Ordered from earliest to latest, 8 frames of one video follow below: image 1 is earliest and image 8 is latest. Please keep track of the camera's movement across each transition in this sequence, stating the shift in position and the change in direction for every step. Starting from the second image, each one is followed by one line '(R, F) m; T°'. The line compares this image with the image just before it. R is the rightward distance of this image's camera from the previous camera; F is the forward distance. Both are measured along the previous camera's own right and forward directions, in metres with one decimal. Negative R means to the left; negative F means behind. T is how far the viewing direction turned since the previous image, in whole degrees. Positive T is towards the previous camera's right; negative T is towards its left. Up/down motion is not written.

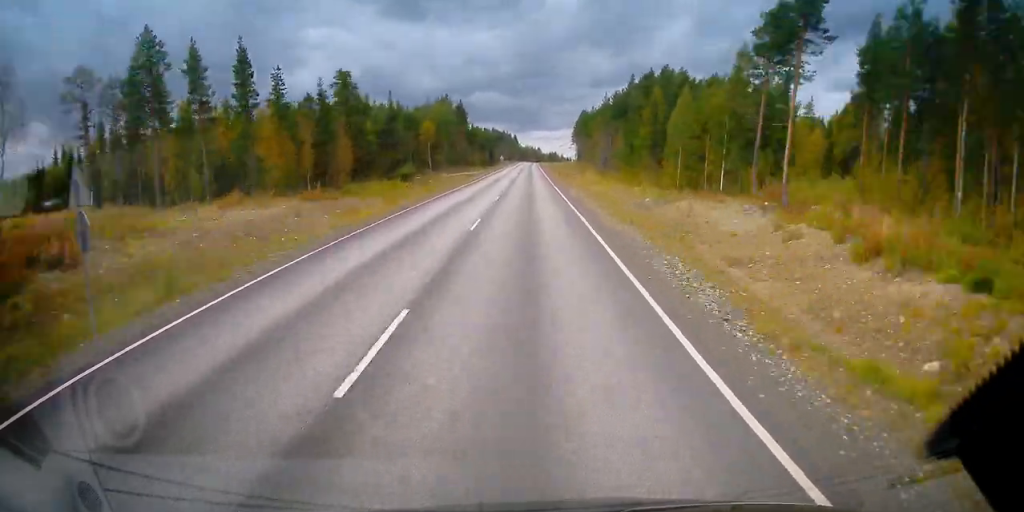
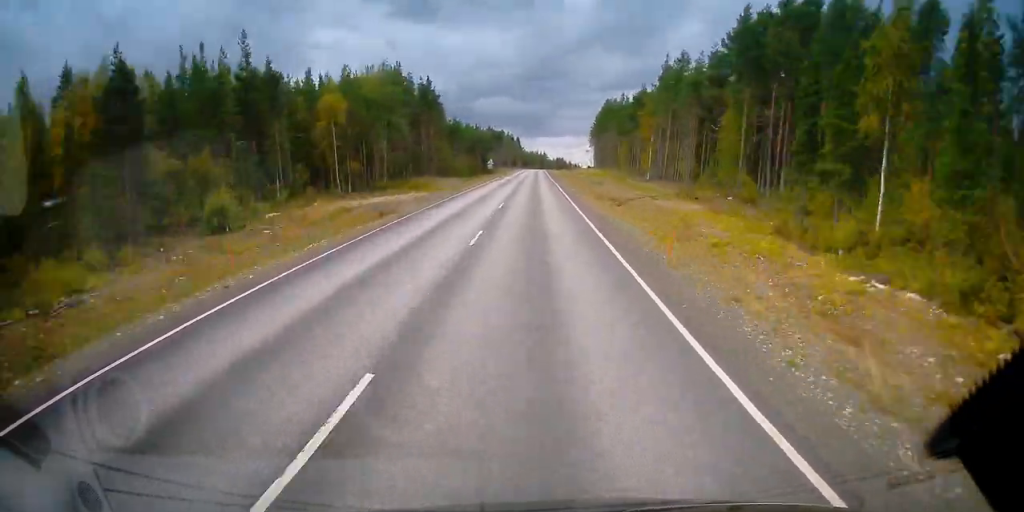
(-0.3, +50.4) m; 0°
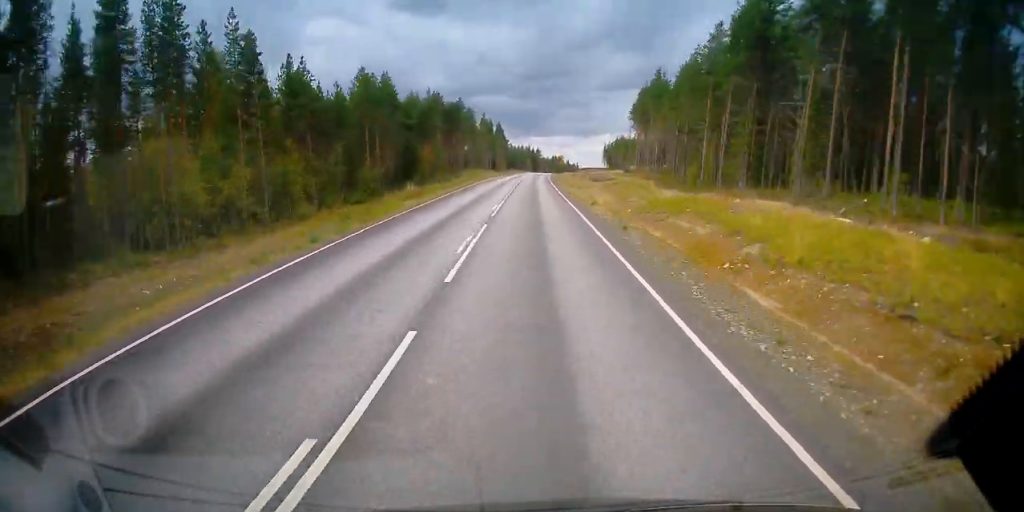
(+0.1, +100.2) m; +1°
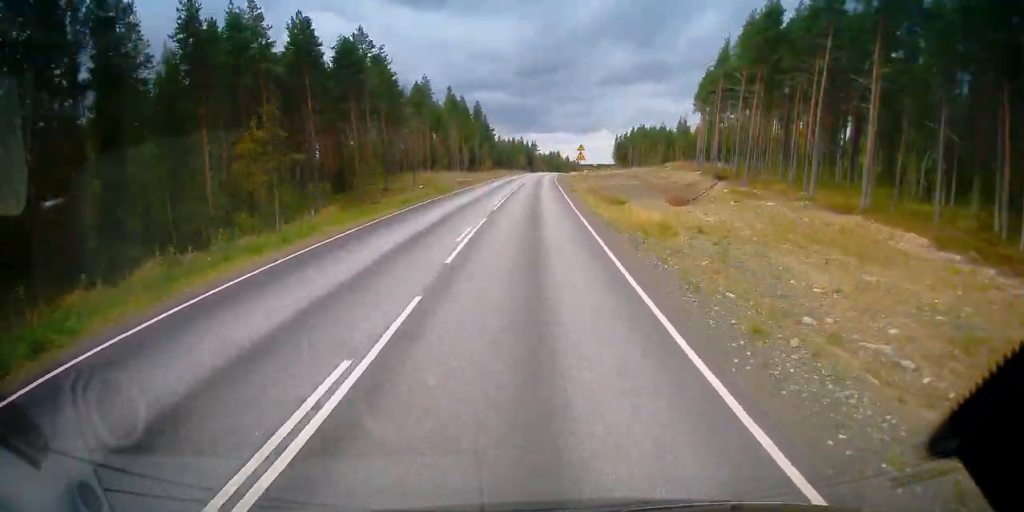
(+0.6, +59.1) m; +1°
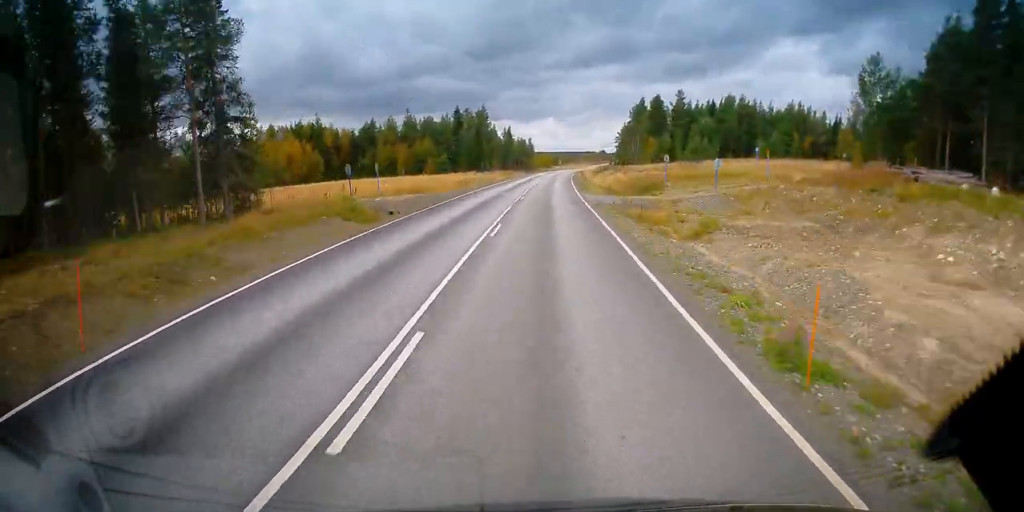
(+10.7, +238.0) m; +6°
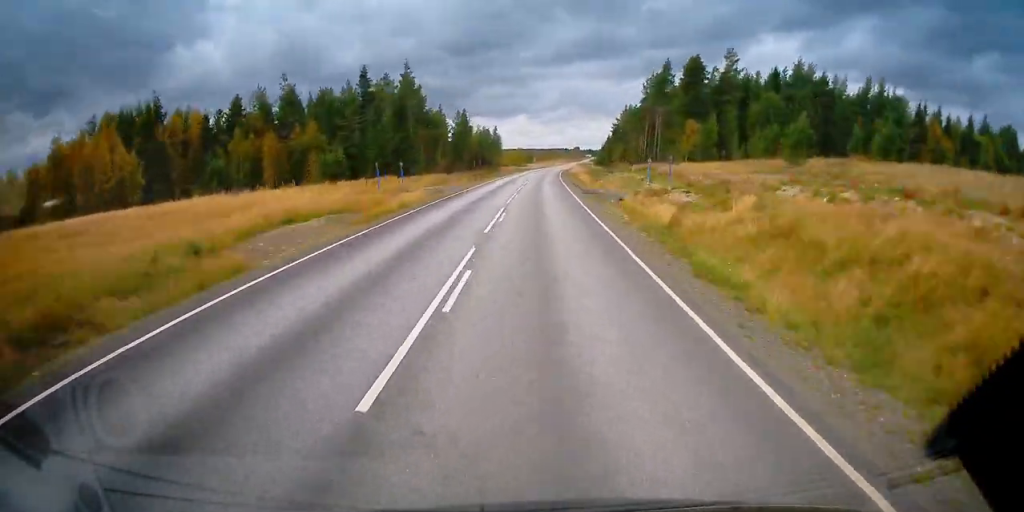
(+1.3, +48.6) m; +2°
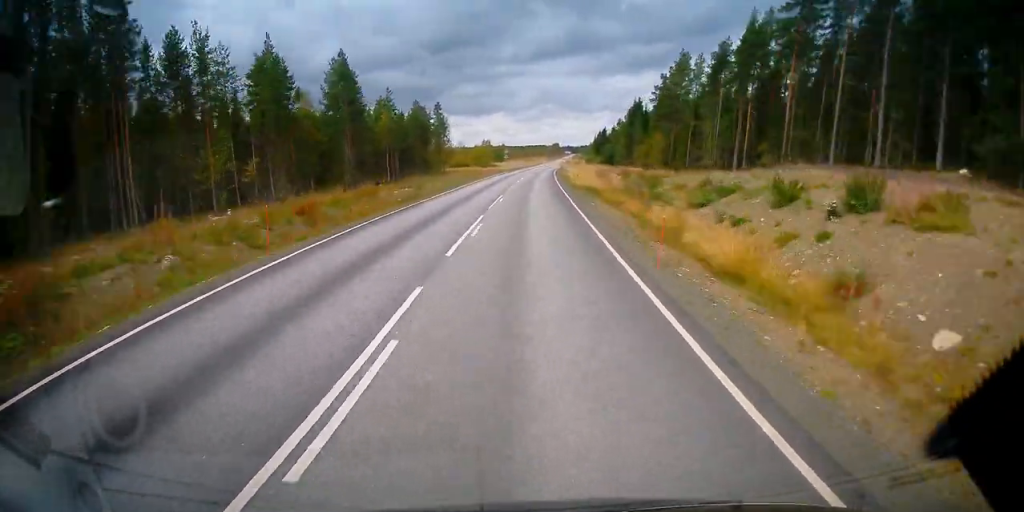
(+1.2, +63.9) m; +2°
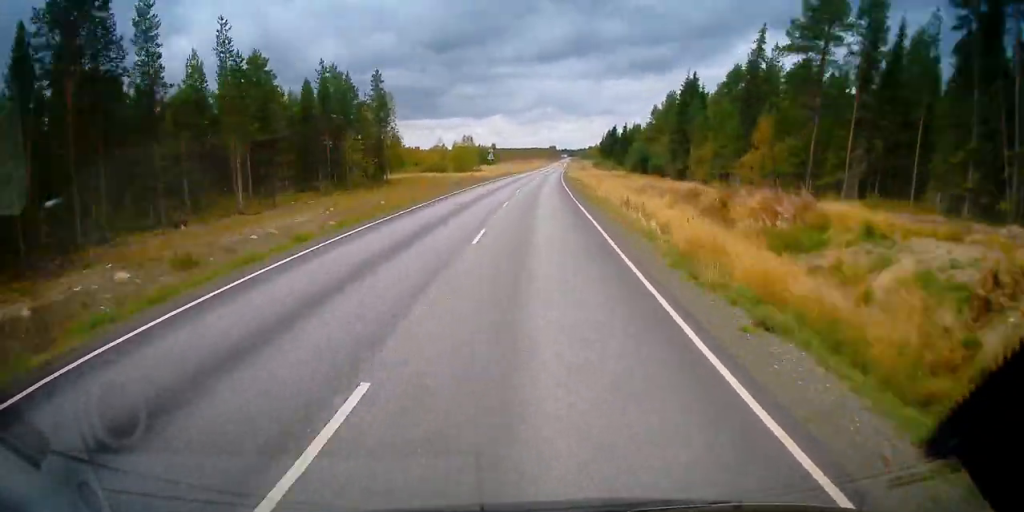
(+0.2, +36.7) m; +1°
